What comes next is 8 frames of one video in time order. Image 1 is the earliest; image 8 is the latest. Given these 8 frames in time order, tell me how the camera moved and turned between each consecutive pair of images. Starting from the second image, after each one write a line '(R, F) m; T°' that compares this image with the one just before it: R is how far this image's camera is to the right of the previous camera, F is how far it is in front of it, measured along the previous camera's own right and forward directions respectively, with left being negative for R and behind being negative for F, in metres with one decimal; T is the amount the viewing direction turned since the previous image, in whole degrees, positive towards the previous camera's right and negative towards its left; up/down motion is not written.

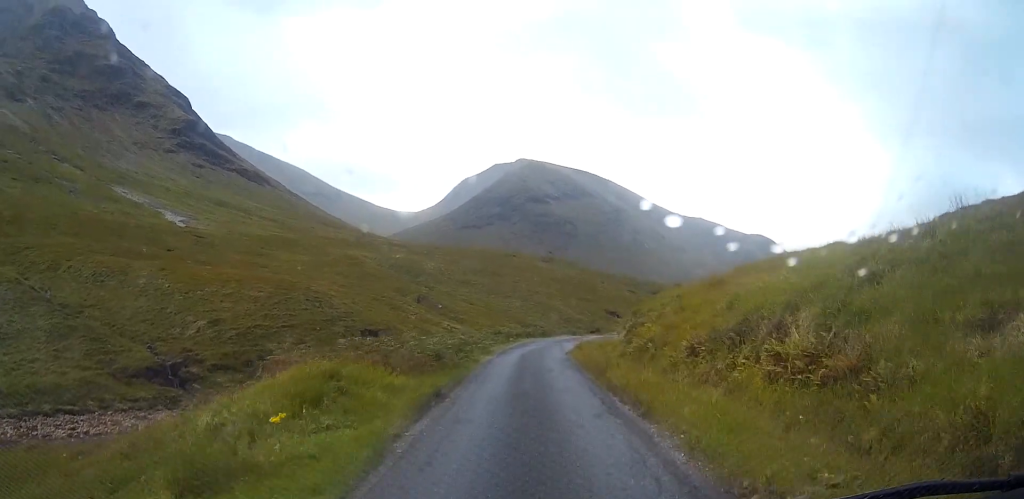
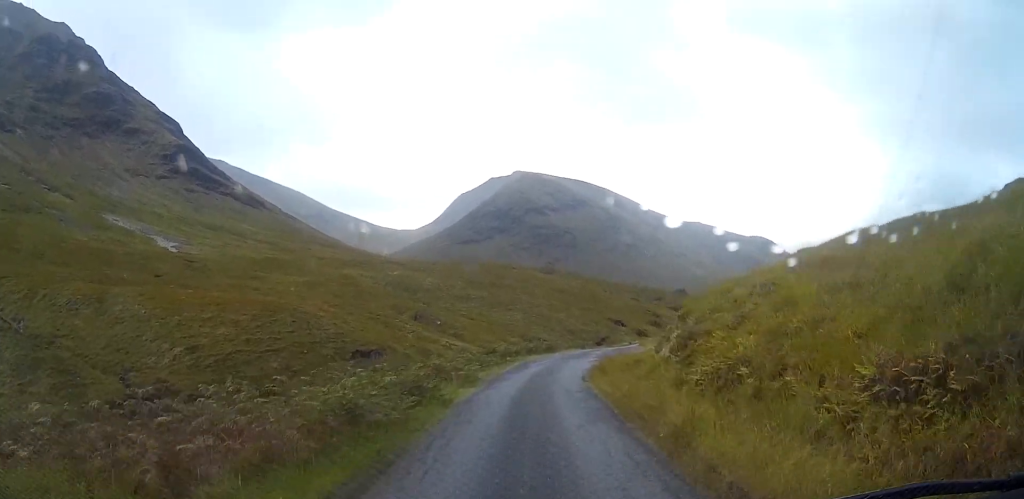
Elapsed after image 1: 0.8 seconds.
(-0.1, +8.1) m; 0°
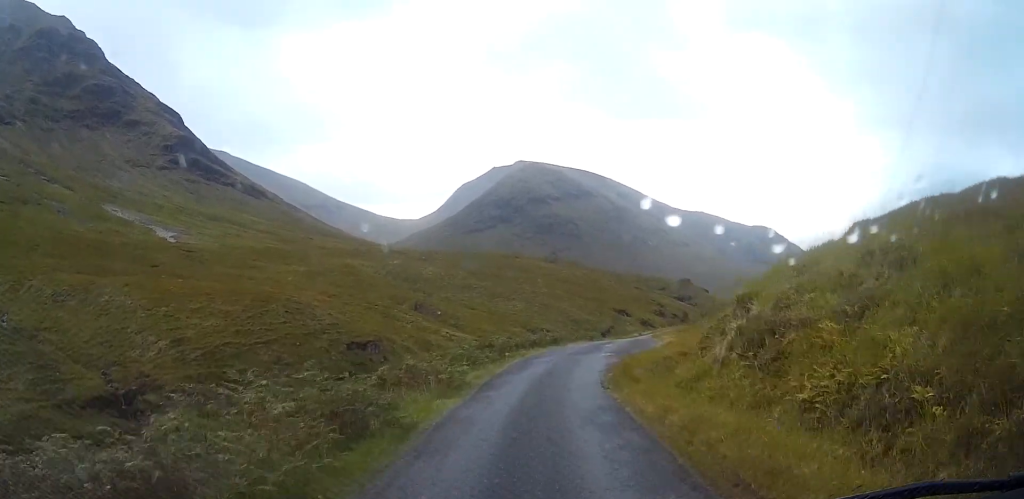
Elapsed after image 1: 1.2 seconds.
(0.0, +5.0) m; 0°
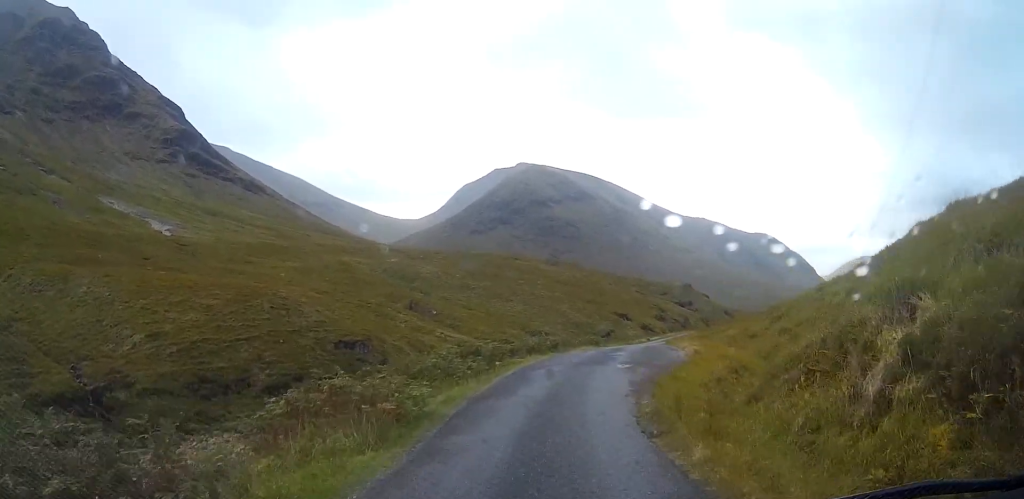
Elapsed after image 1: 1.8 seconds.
(0.0, +6.0) m; +1°
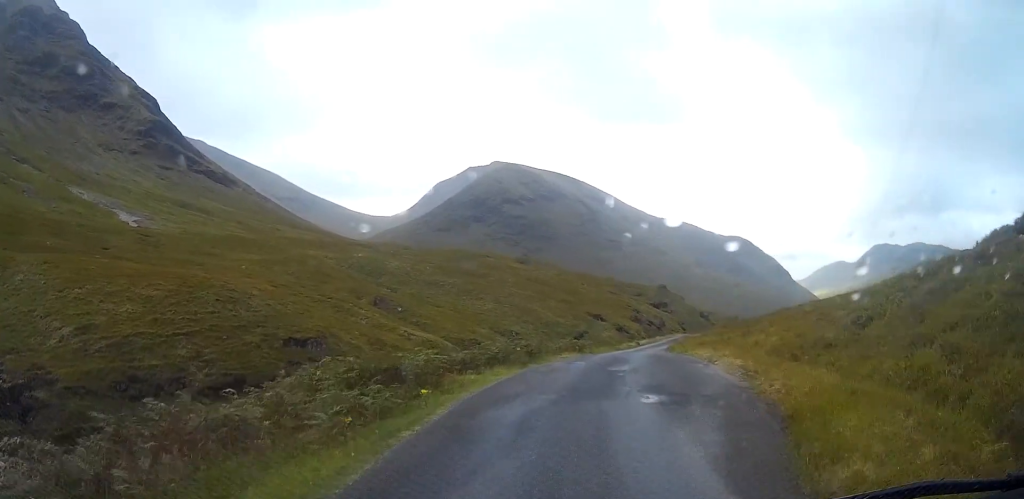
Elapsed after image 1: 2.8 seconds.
(+0.1, +10.1) m; +2°
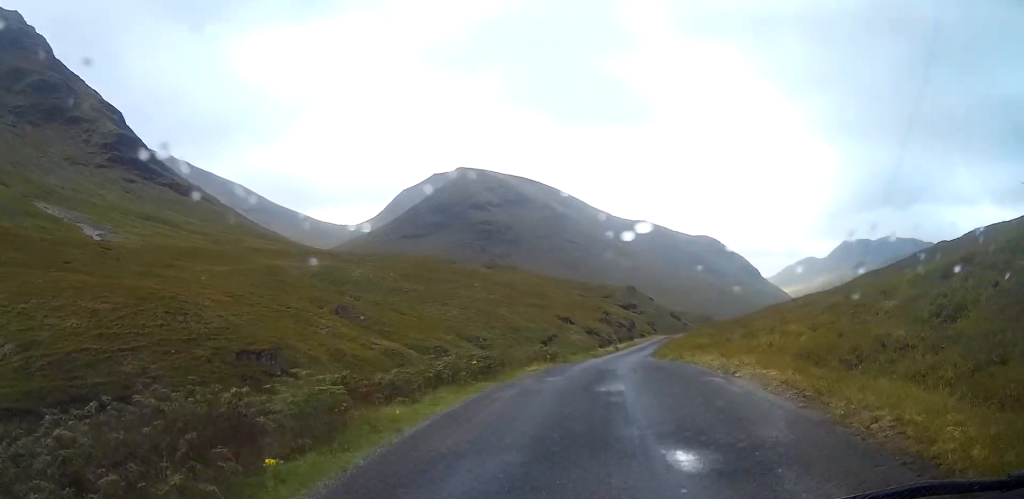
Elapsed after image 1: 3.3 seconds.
(0.0, +5.8) m; +2°
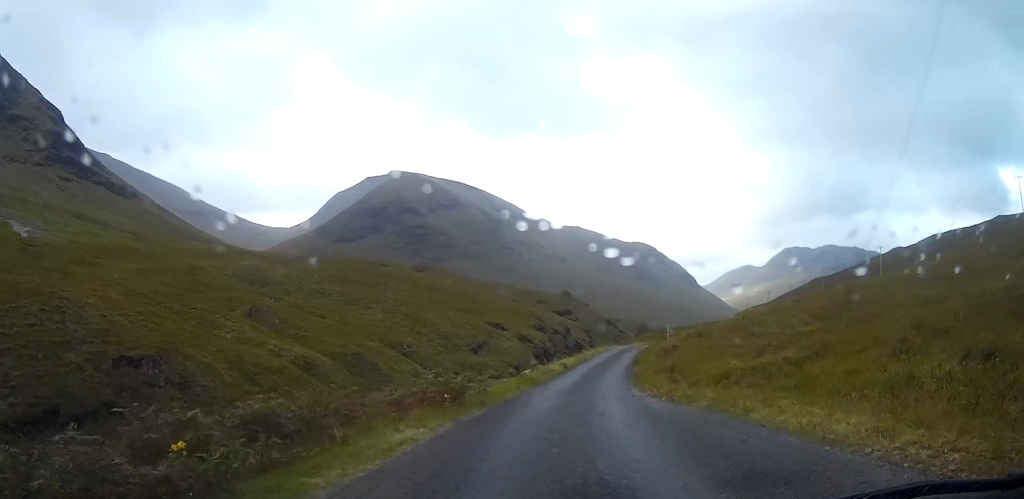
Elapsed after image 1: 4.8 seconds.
(+0.7, +14.5) m; +5°
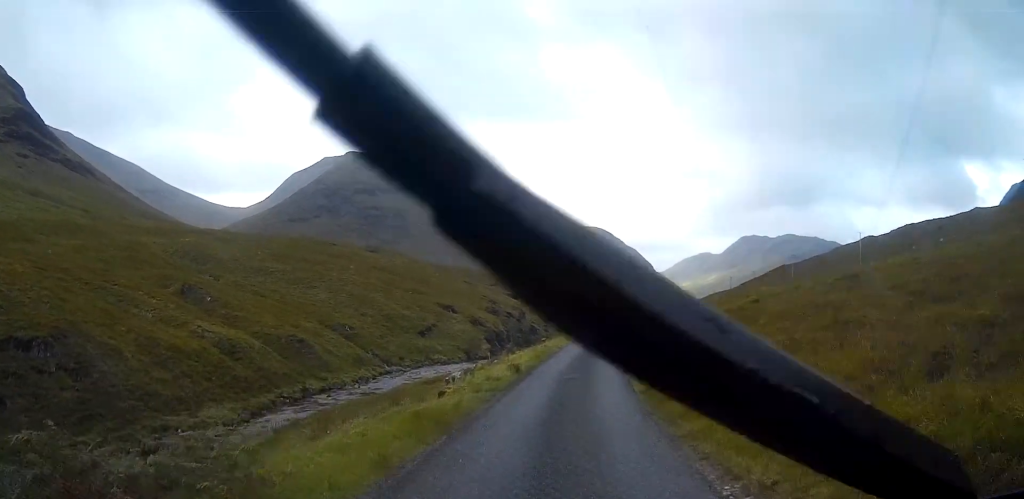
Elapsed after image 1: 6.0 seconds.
(+0.4, +13.0) m; +3°
